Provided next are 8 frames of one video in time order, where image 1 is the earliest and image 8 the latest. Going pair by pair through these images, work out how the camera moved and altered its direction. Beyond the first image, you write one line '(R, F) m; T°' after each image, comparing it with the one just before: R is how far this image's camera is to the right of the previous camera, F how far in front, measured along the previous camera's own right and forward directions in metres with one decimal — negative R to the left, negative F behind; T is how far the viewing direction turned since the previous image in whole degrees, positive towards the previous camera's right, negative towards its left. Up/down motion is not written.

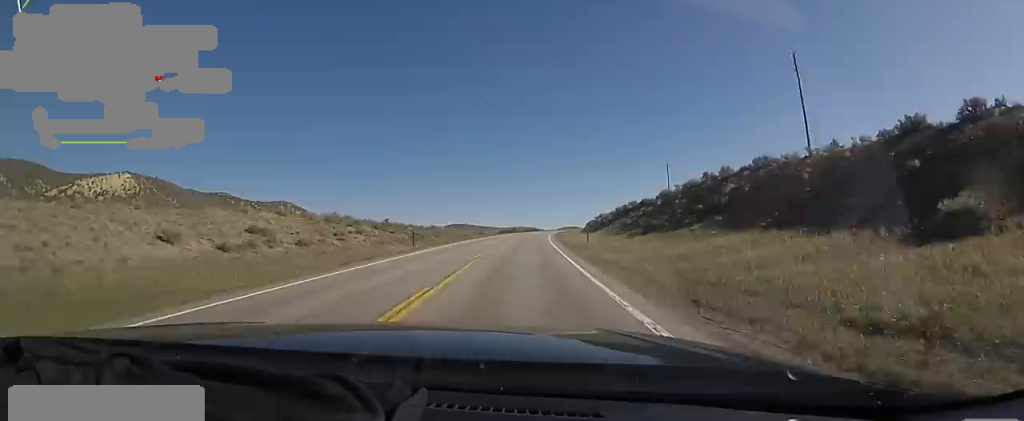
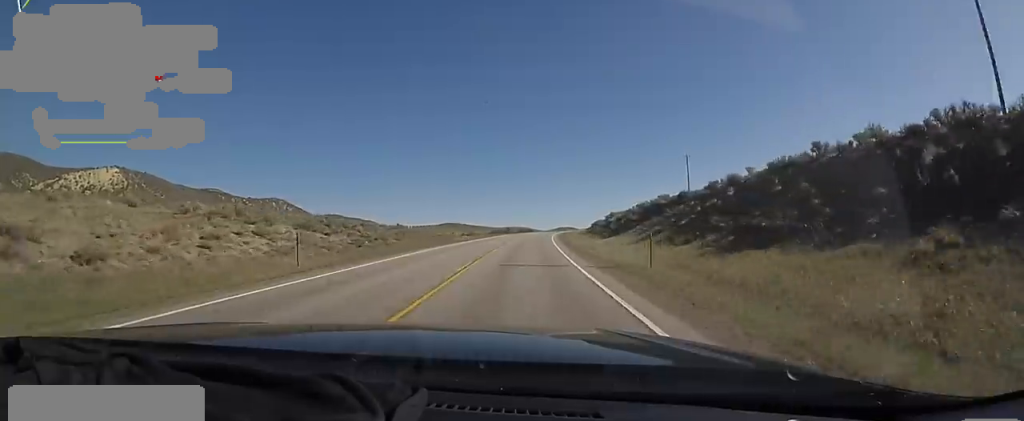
(0.0, +16.6) m; 0°
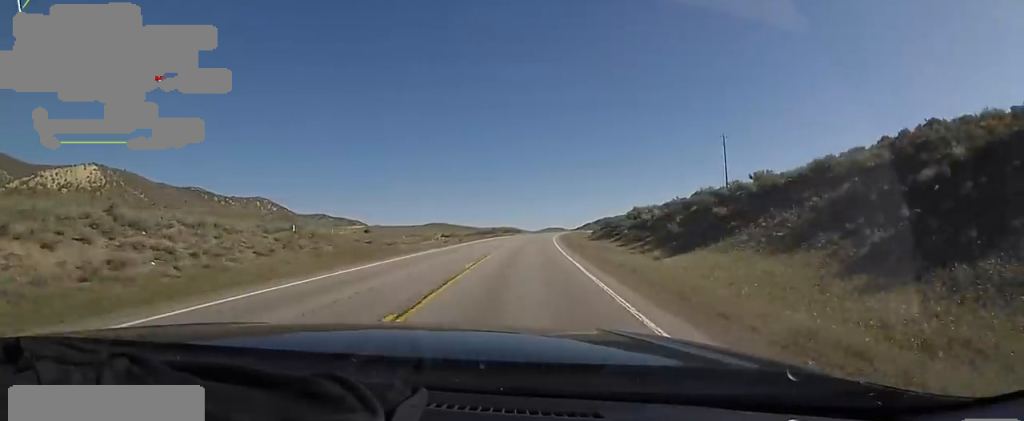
(0.0, +22.9) m; +1°
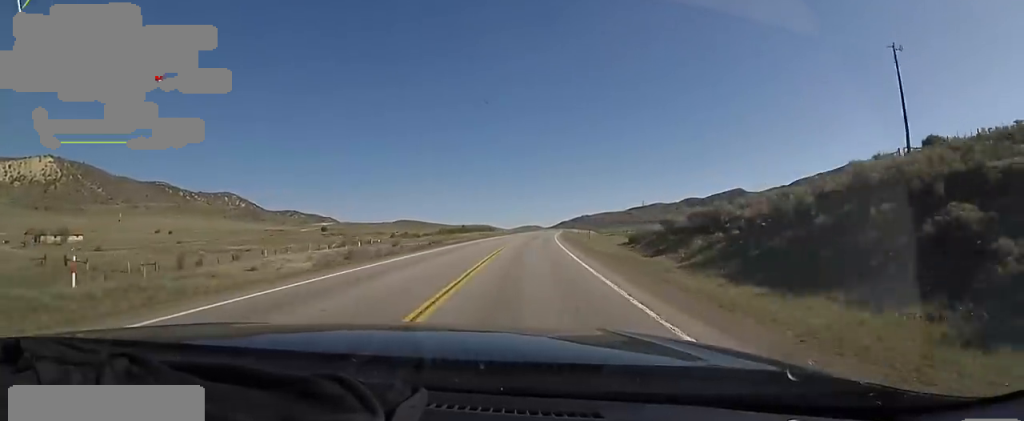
(+1.3, +40.9) m; +3°
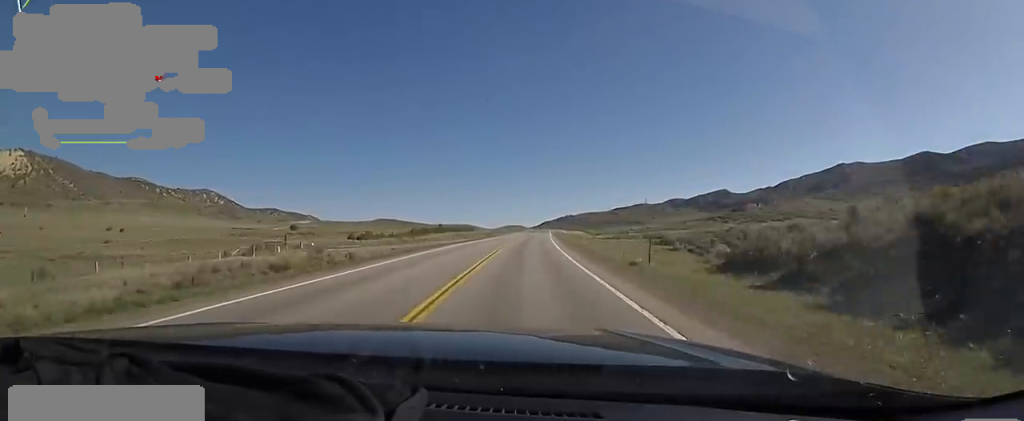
(+0.1, +23.3) m; +2°
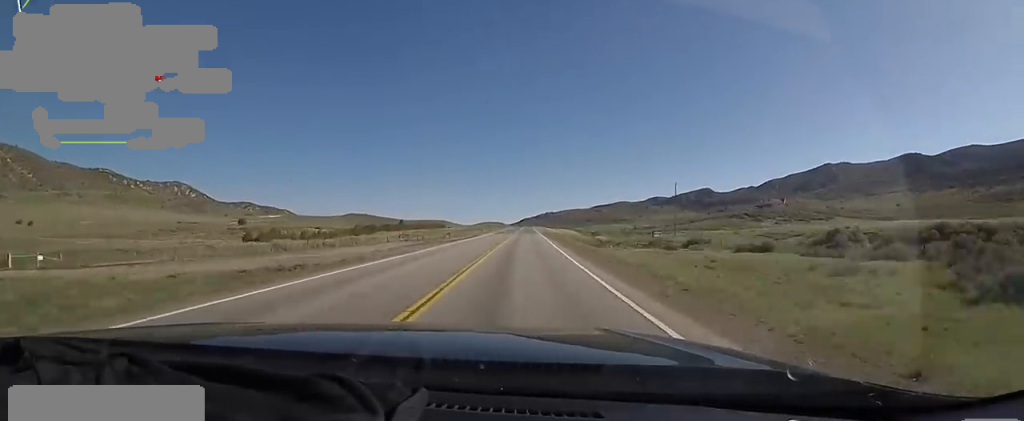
(+1.2, +41.0) m; +5°
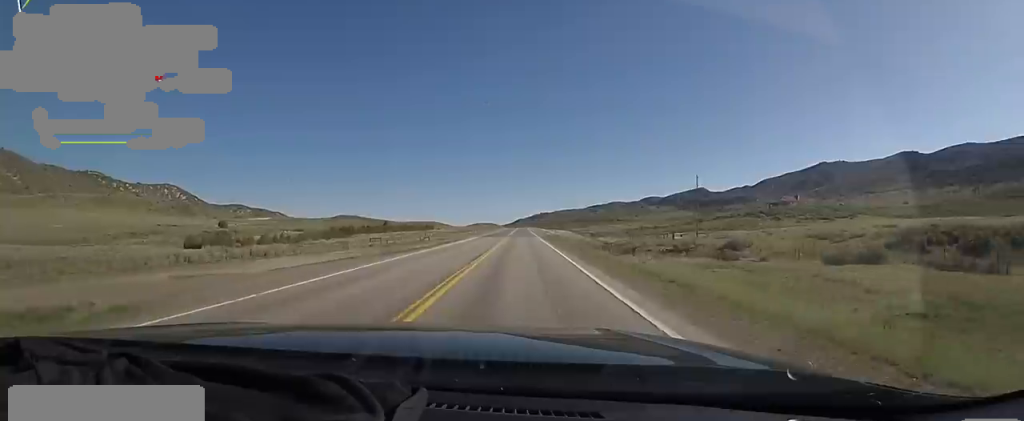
(+0.5, +14.5) m; 0°
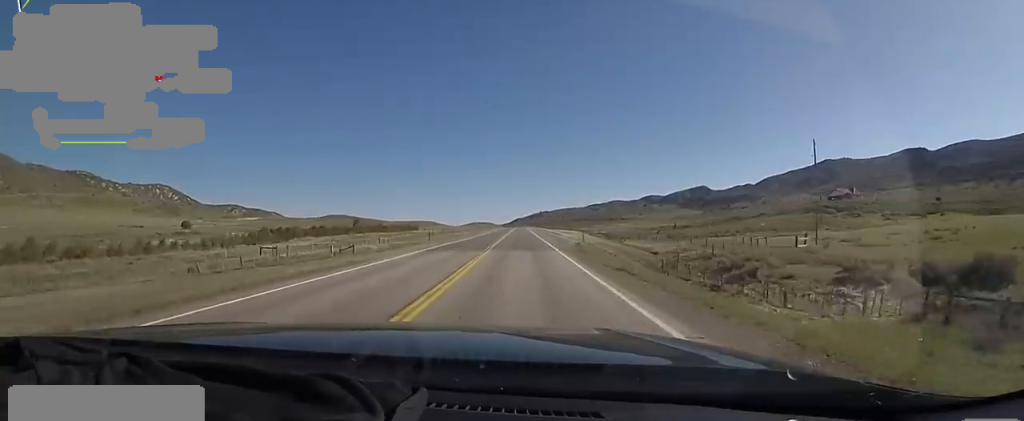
(+0.2, +33.0) m; -1°
